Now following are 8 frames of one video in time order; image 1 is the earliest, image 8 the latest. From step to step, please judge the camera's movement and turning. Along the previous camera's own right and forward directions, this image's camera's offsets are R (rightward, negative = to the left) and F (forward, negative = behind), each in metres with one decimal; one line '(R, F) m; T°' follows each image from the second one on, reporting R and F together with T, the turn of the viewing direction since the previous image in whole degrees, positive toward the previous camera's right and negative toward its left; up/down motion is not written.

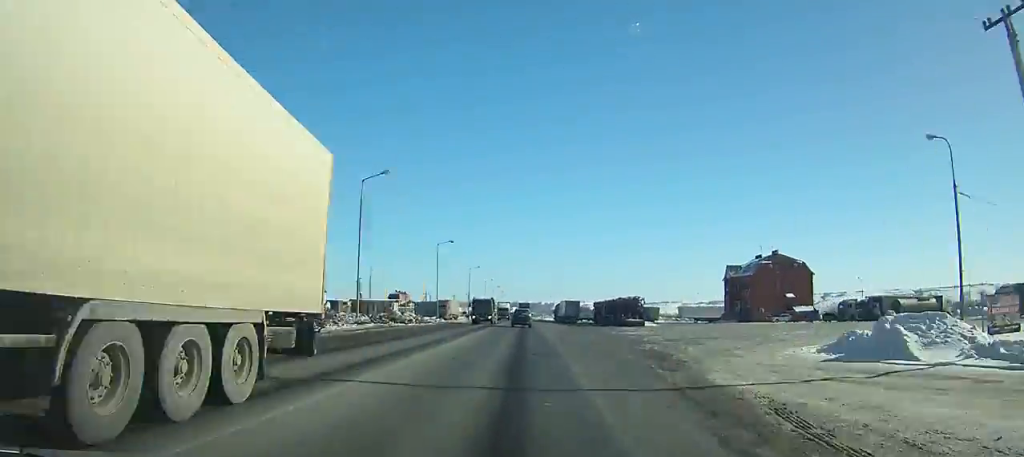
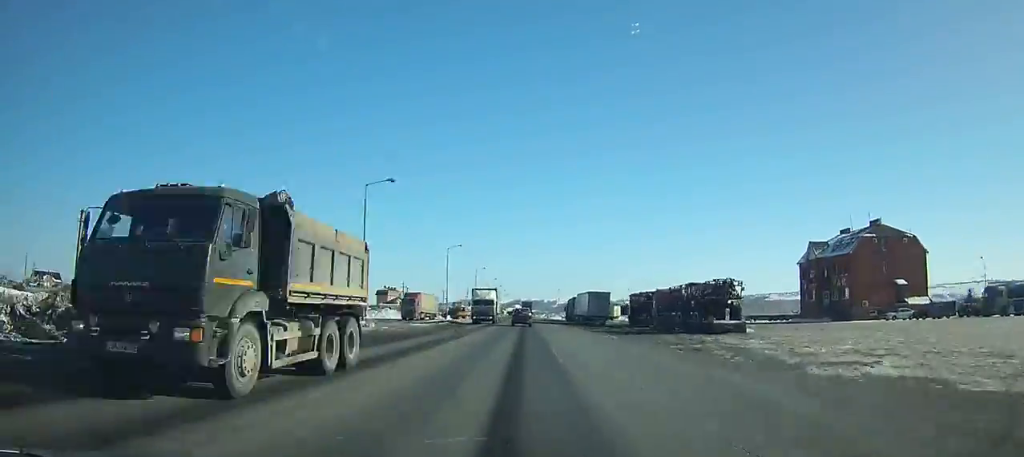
(+0.1, +35.6) m; 0°
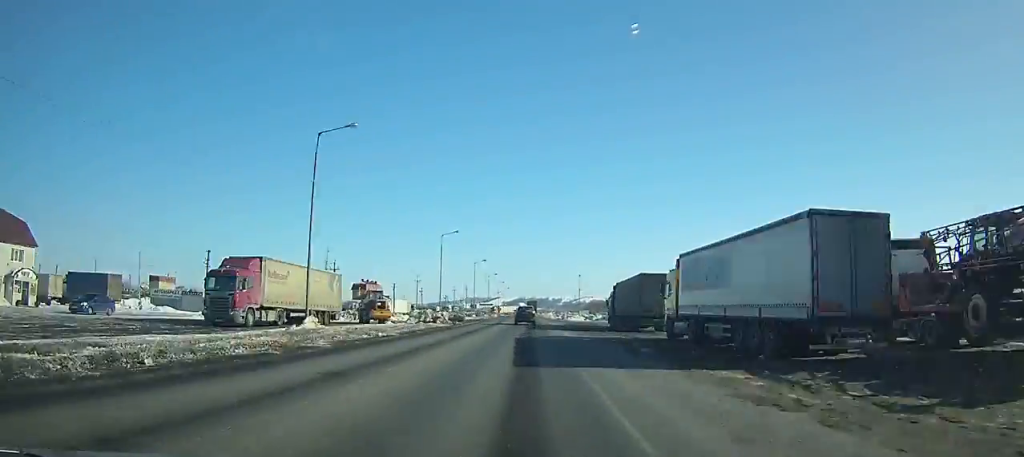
(-0.3, +52.4) m; 0°
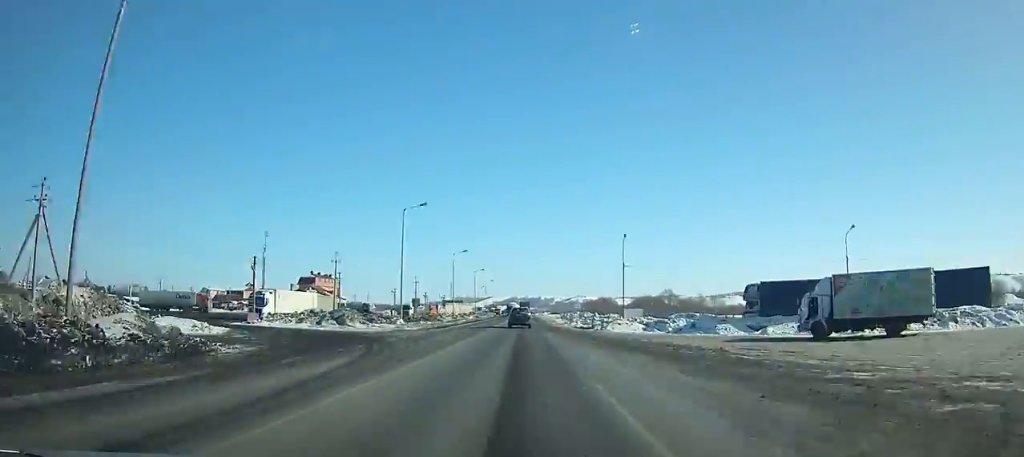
(-0.2, +56.5) m; 0°
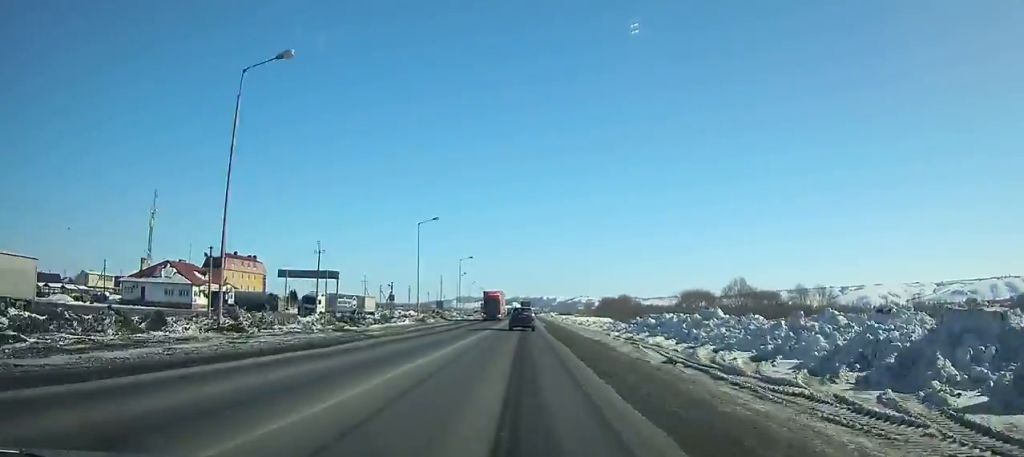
(+0.1, +70.7) m; 0°
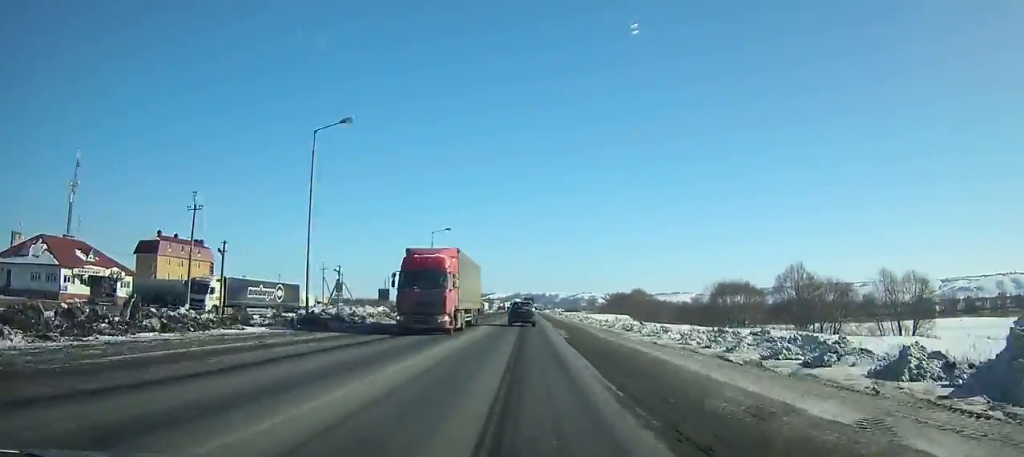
(+0.1, +31.0) m; 0°
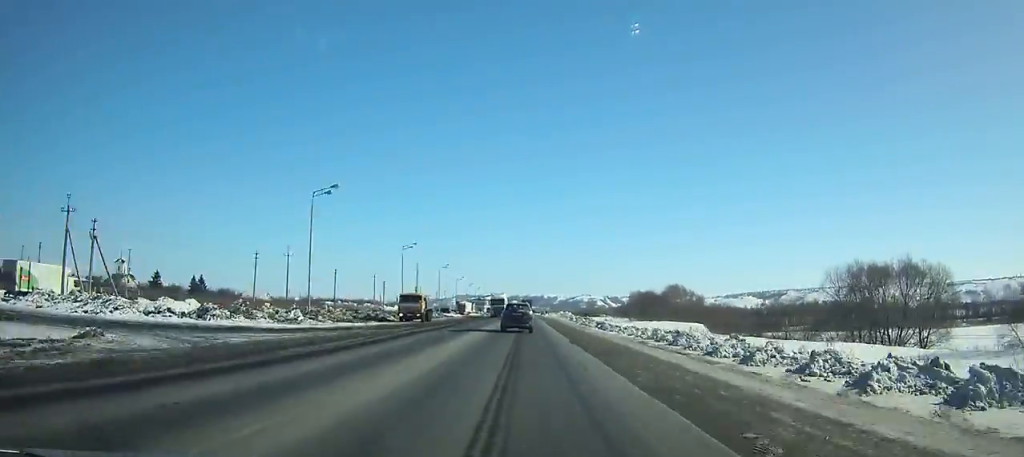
(+0.1, +65.3) m; 0°
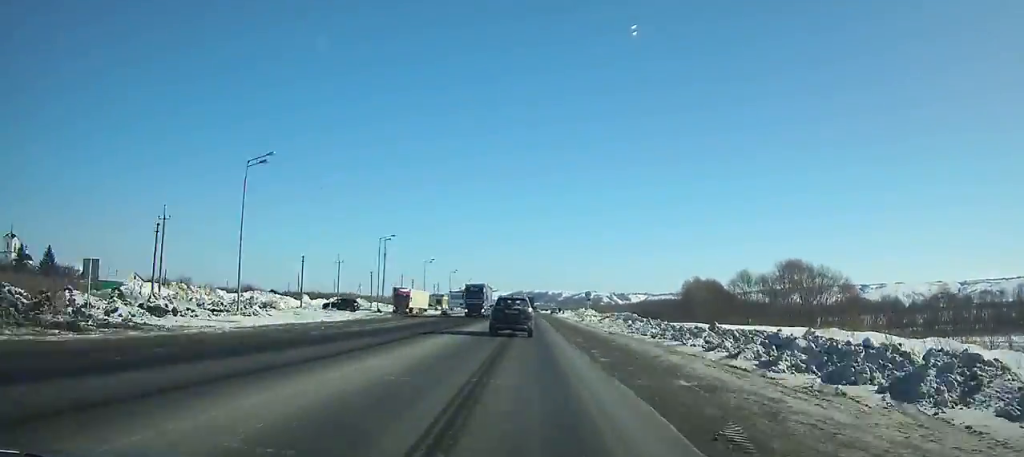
(0.0, +82.8) m; +1°
